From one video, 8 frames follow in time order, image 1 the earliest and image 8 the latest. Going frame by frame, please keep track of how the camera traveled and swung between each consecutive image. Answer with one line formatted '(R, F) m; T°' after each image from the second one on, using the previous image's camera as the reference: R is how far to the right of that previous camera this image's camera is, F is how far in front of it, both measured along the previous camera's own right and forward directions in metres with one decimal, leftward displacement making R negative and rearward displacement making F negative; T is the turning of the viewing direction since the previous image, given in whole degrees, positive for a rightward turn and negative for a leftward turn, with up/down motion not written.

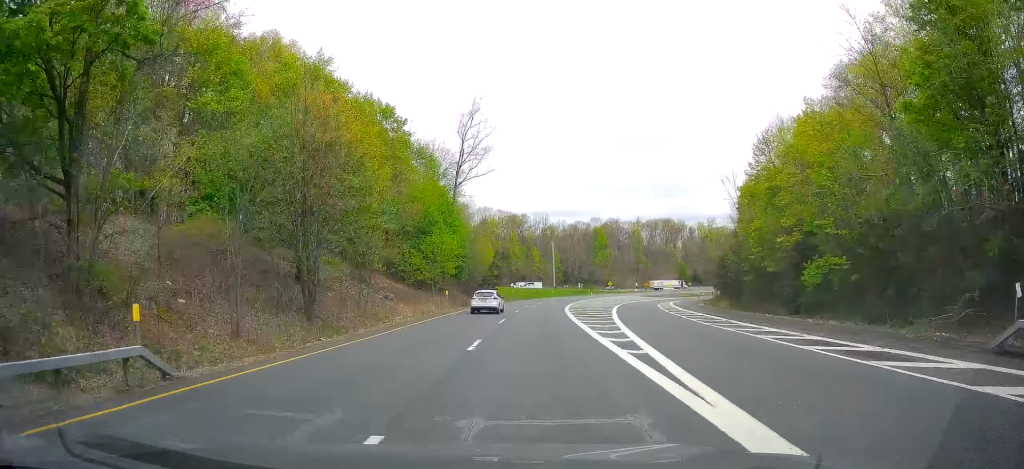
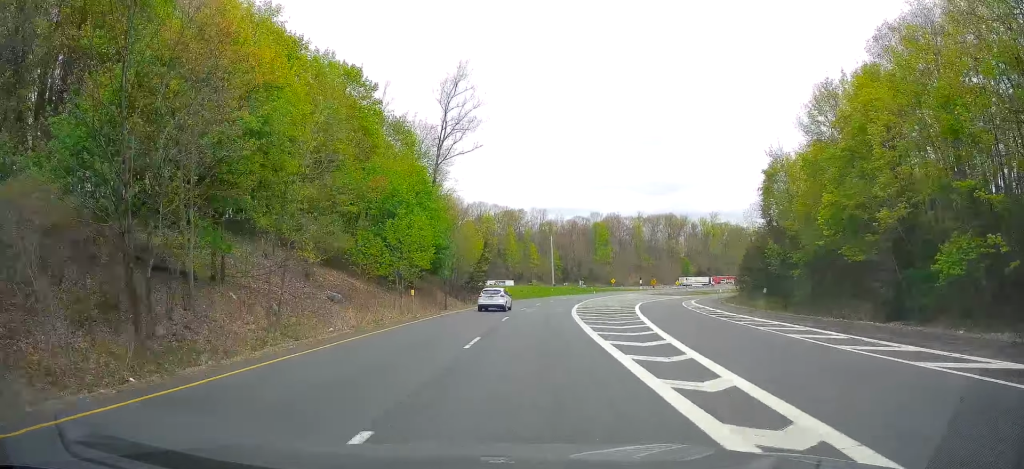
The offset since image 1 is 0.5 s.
(0.0, +12.2) m; 0°
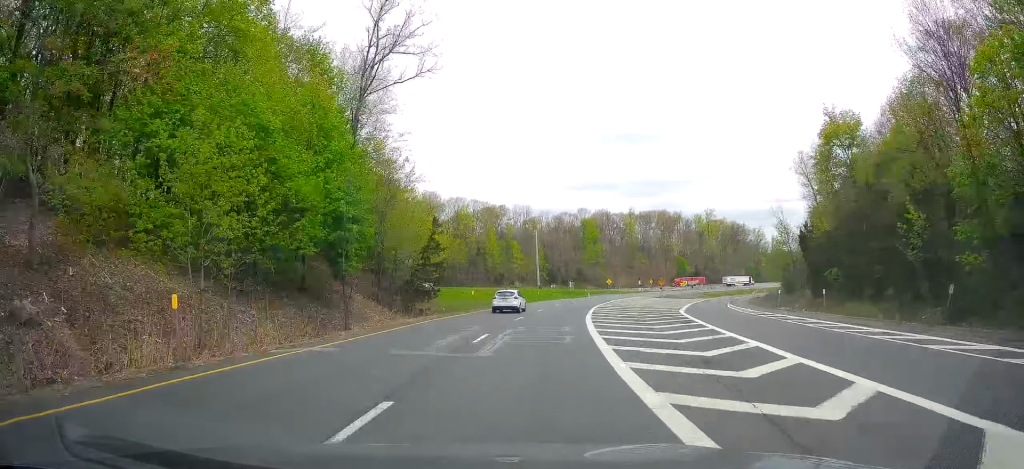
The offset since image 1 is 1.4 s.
(0.0, +23.5) m; +1°
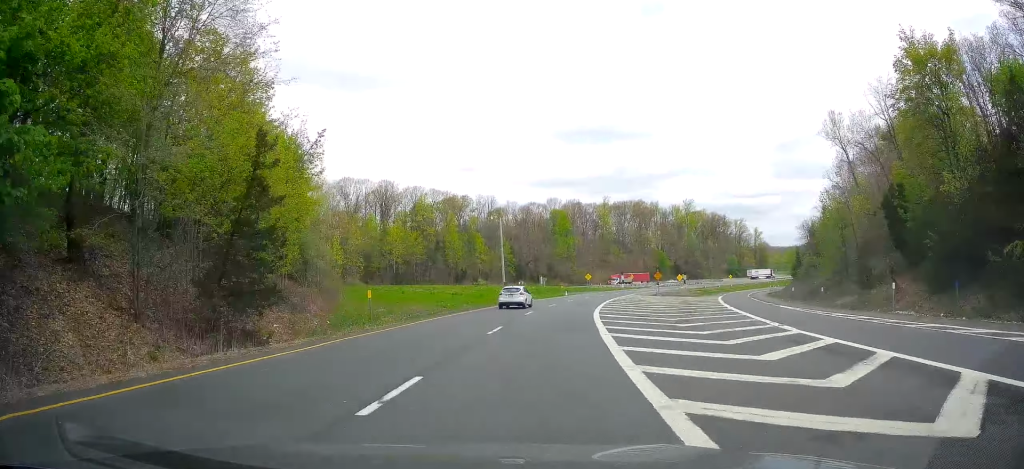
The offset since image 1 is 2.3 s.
(+0.4, +23.0) m; +2°
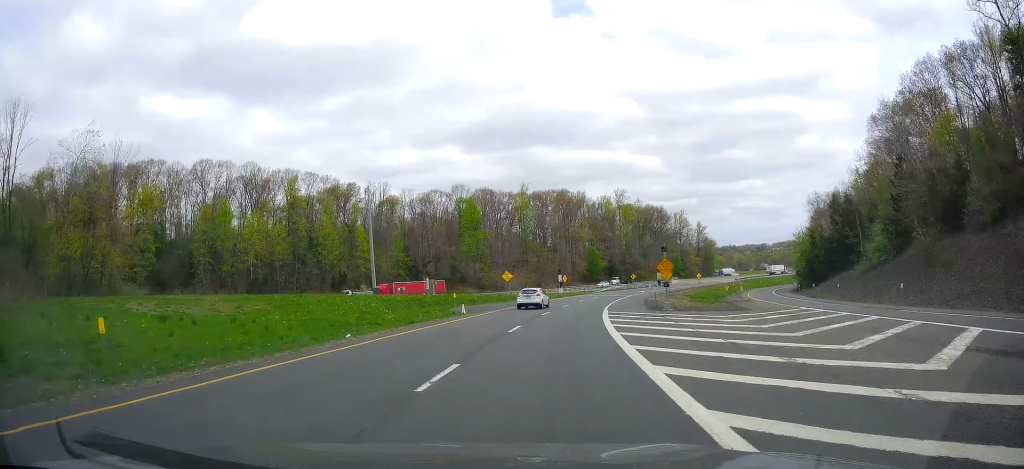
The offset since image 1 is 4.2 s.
(+1.6, +47.2) m; +6°
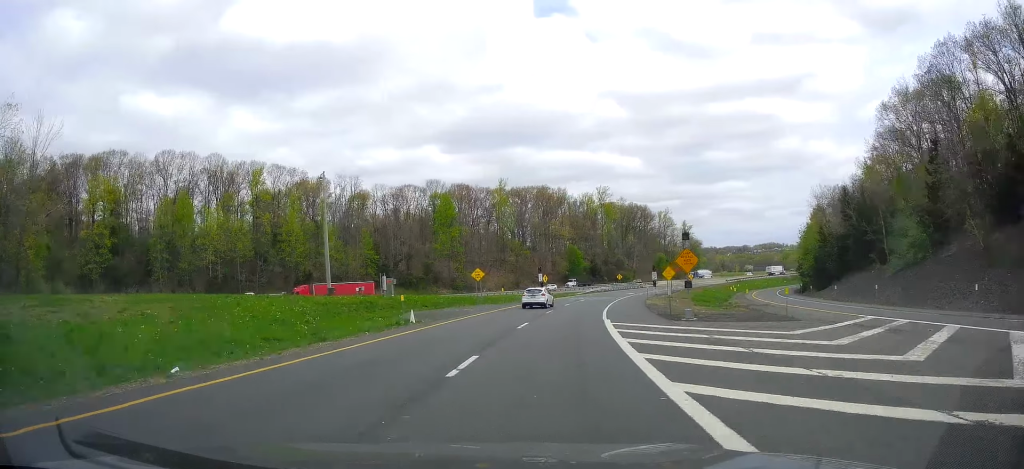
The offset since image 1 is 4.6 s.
(+0.3, +10.3) m; +2°
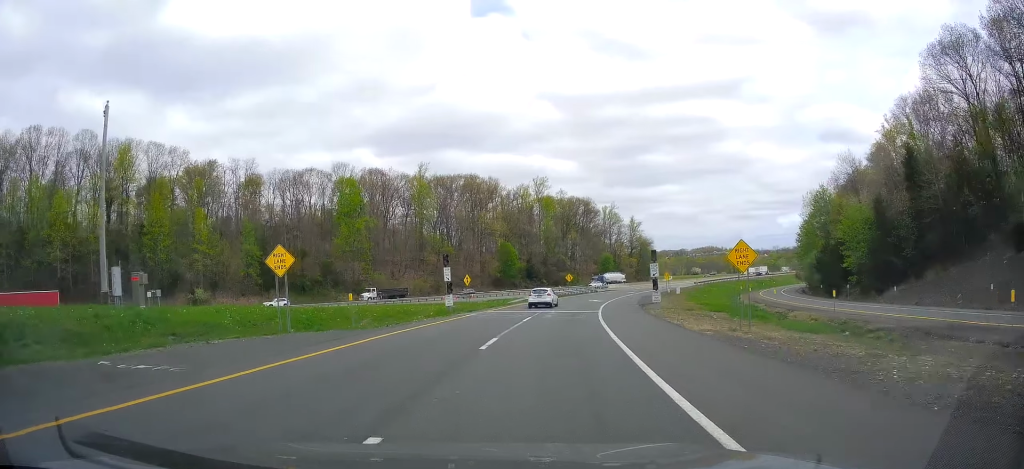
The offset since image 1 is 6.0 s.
(+2.0, +31.7) m; +6°
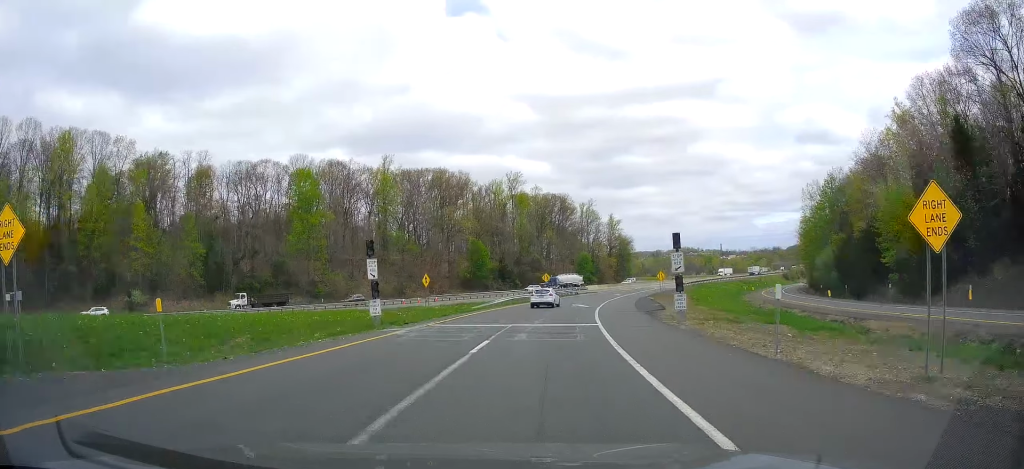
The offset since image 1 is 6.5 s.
(+0.1, +12.8) m; +2°
